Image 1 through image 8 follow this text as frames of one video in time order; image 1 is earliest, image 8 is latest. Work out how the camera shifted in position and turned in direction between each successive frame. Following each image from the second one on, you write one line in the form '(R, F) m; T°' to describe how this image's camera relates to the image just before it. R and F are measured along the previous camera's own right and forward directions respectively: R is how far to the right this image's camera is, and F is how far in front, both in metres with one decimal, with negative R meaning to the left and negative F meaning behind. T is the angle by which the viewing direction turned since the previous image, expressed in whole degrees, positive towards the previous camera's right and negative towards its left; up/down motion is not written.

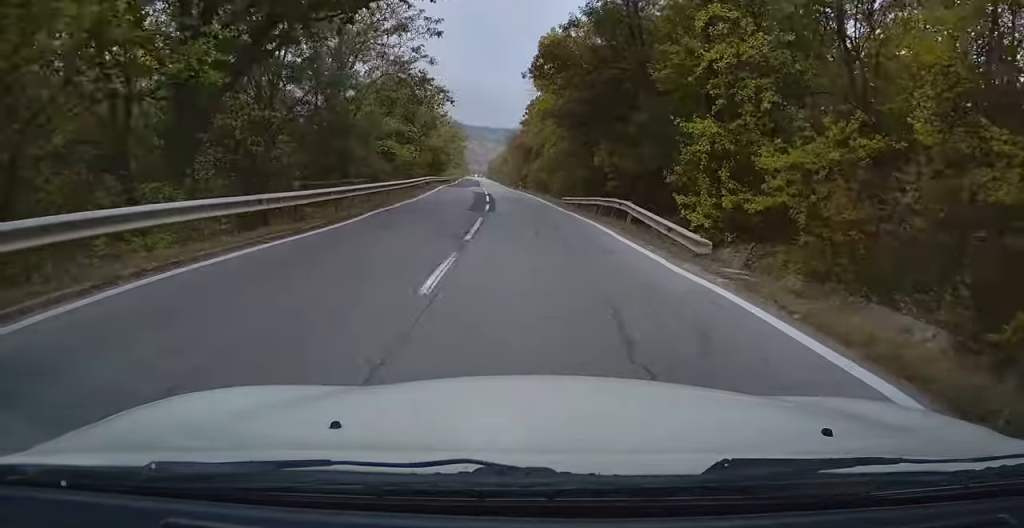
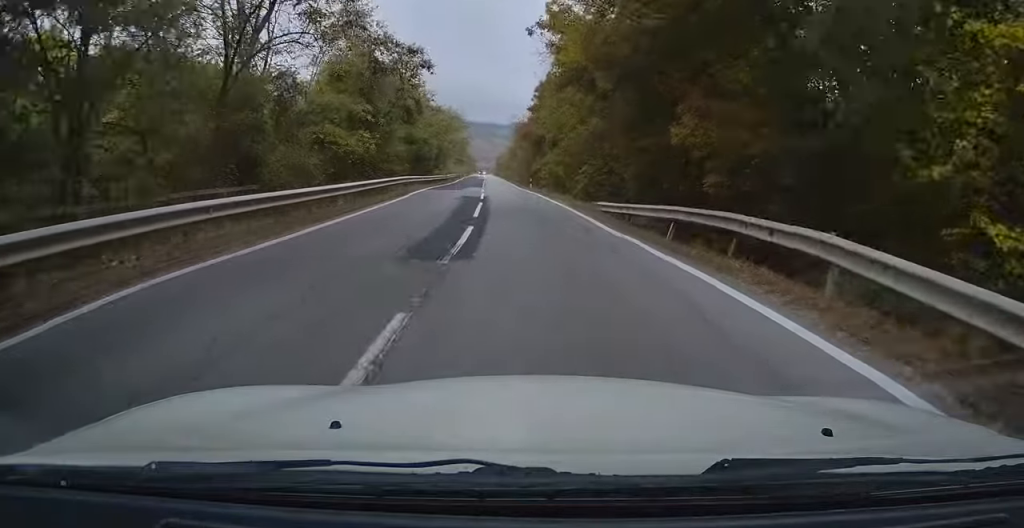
(-0.1, +12.8) m; -1°
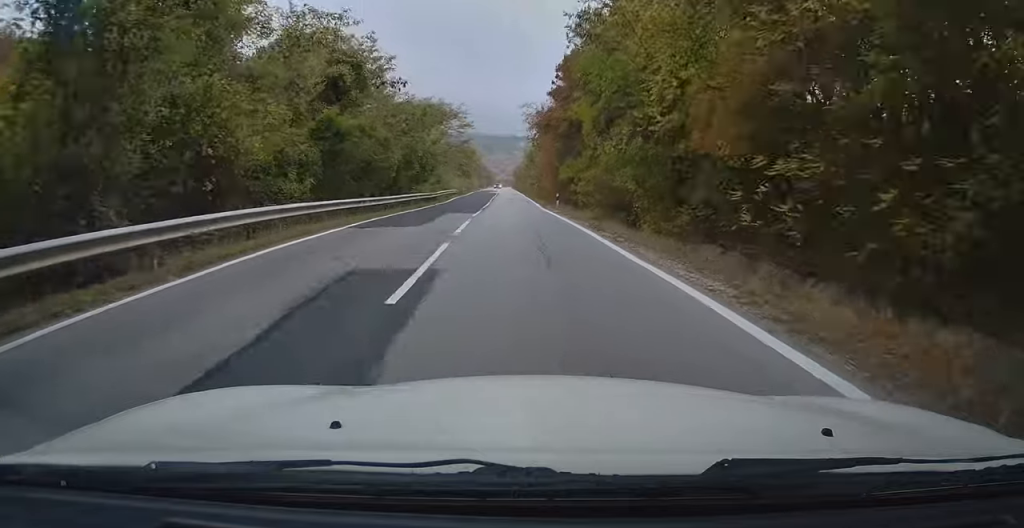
(-0.1, +20.2) m; -1°
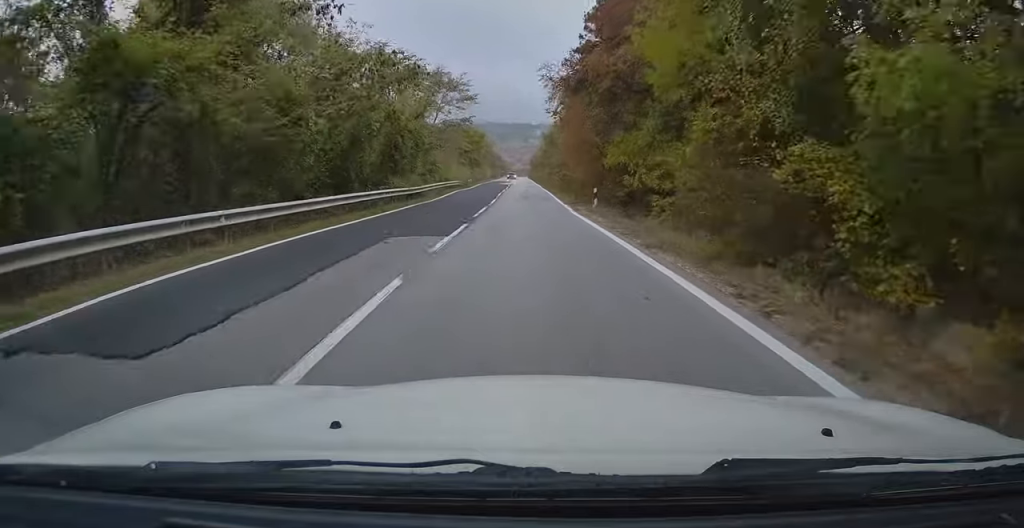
(-0.1, +13.3) m; -1°
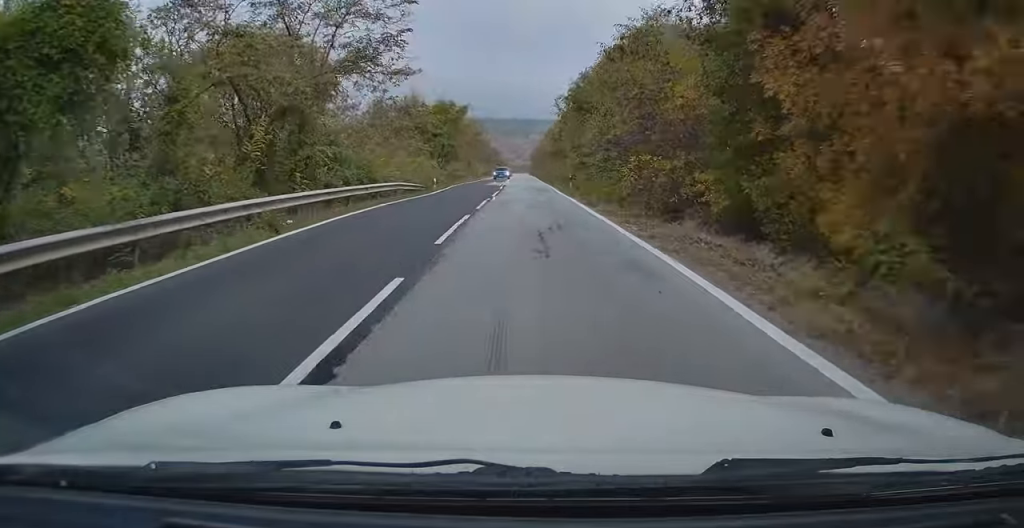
(-0.5, +27.4) m; 0°
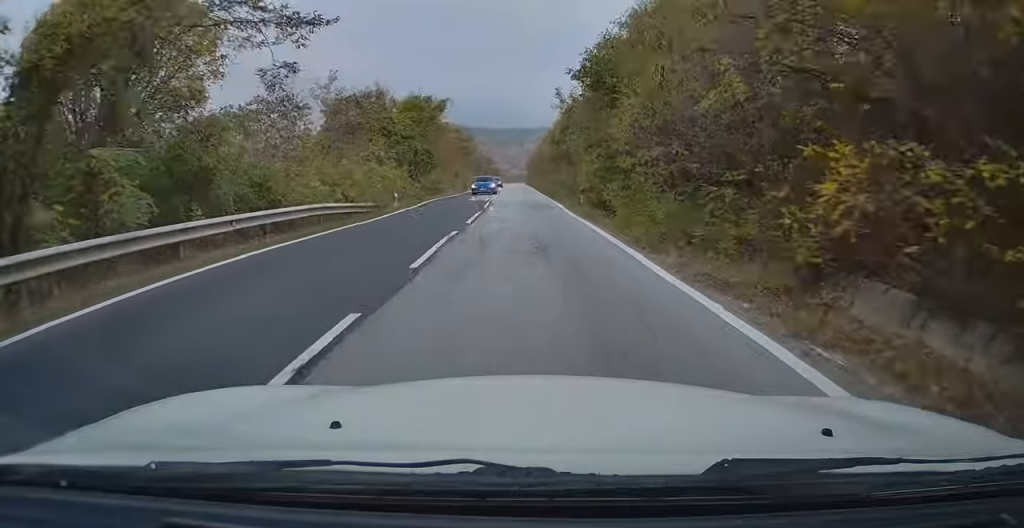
(+0.3, +10.4) m; 0°
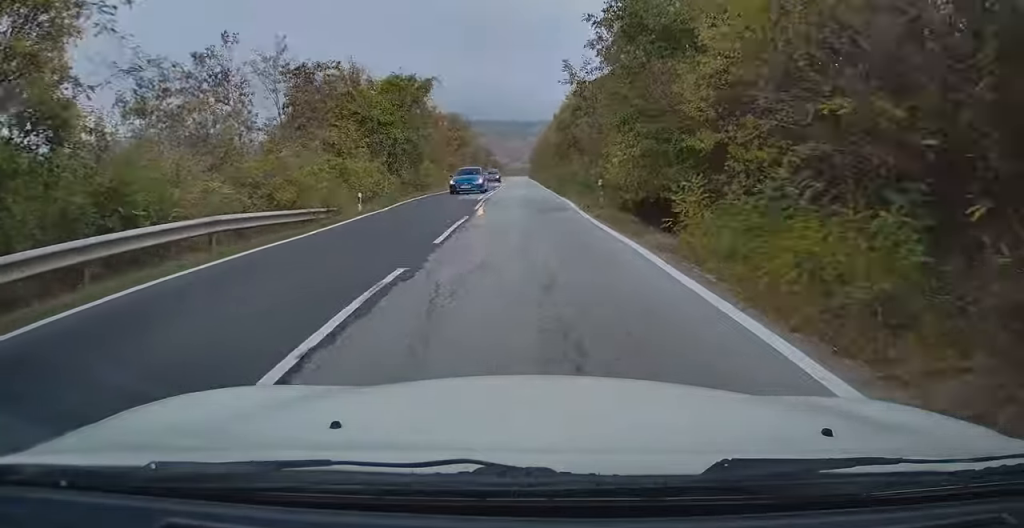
(-0.1, +6.7) m; 0°
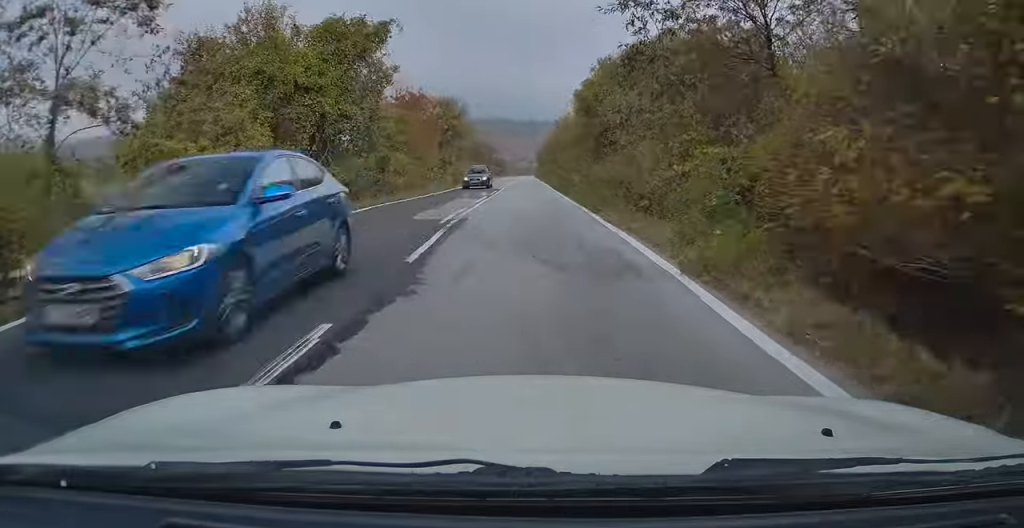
(-0.2, +12.9) m; -1°
